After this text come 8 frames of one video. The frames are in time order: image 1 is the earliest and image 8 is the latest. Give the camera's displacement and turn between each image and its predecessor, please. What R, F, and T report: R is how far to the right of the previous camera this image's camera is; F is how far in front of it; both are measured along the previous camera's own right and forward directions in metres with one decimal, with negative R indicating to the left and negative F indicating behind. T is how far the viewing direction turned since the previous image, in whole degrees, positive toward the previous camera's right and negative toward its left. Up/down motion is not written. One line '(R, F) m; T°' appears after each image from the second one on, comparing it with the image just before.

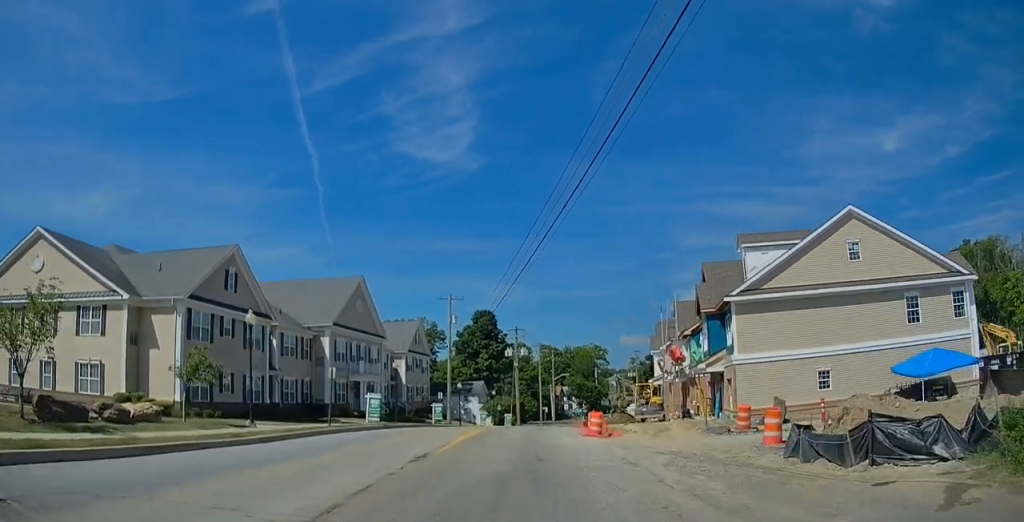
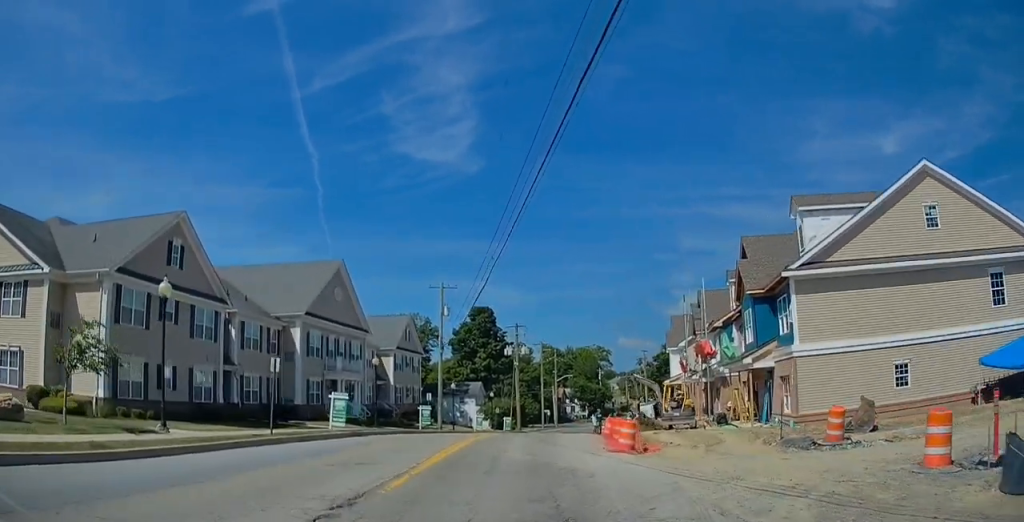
(0.0, +7.5) m; 0°
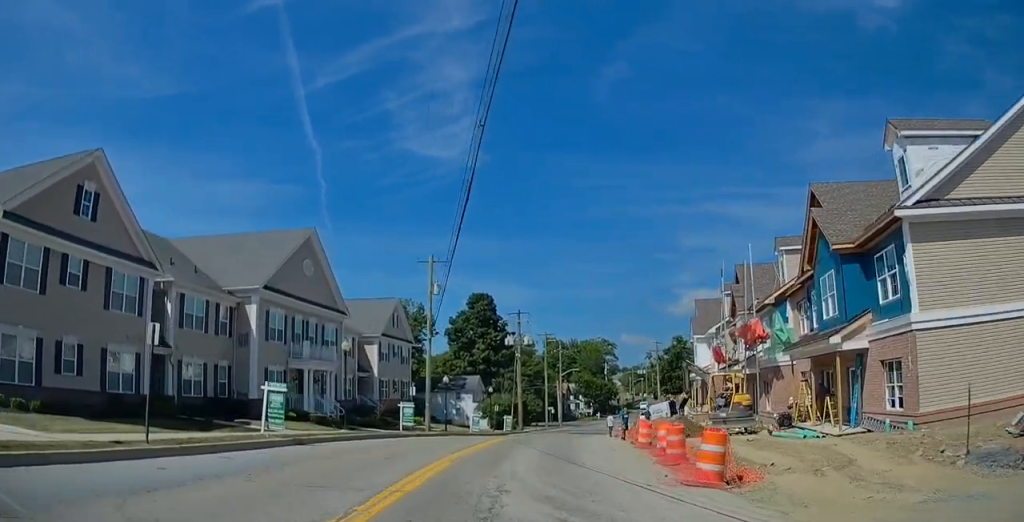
(0.0, +8.2) m; 0°
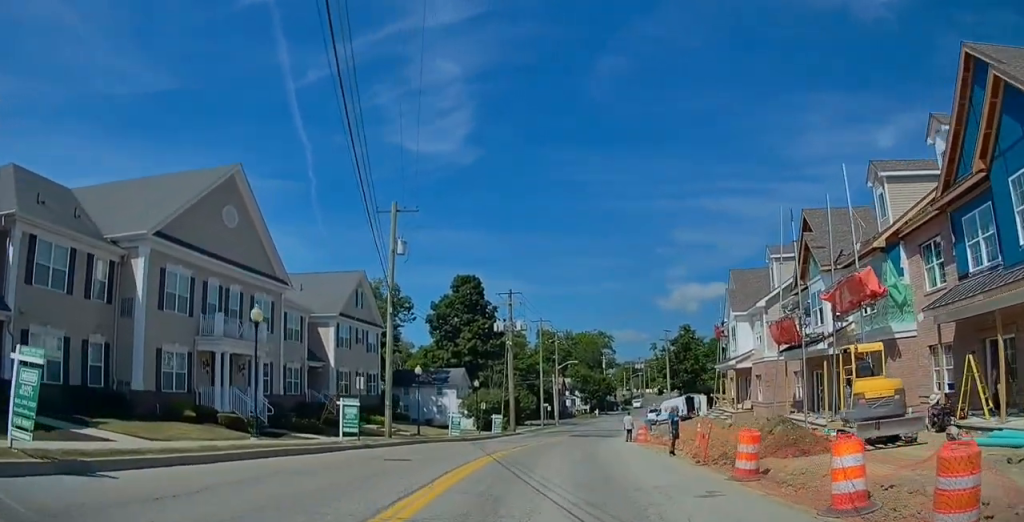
(-0.1, +11.7) m; +1°
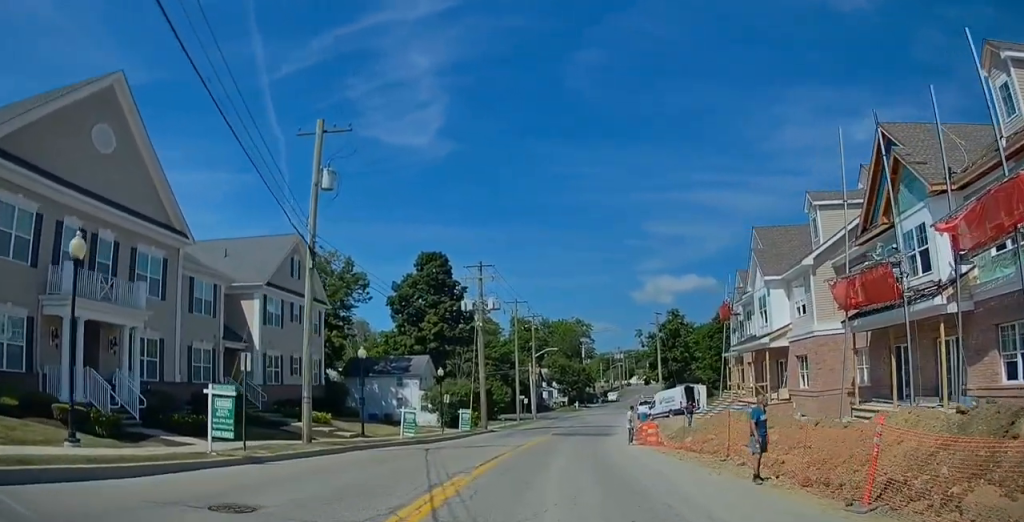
(+0.4, +9.8) m; +1°
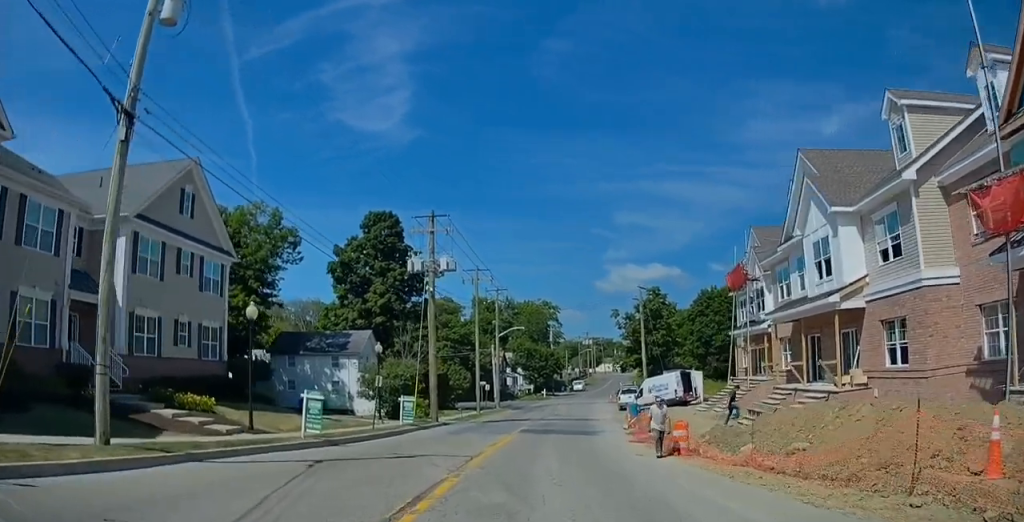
(-0.4, +10.7) m; +2°
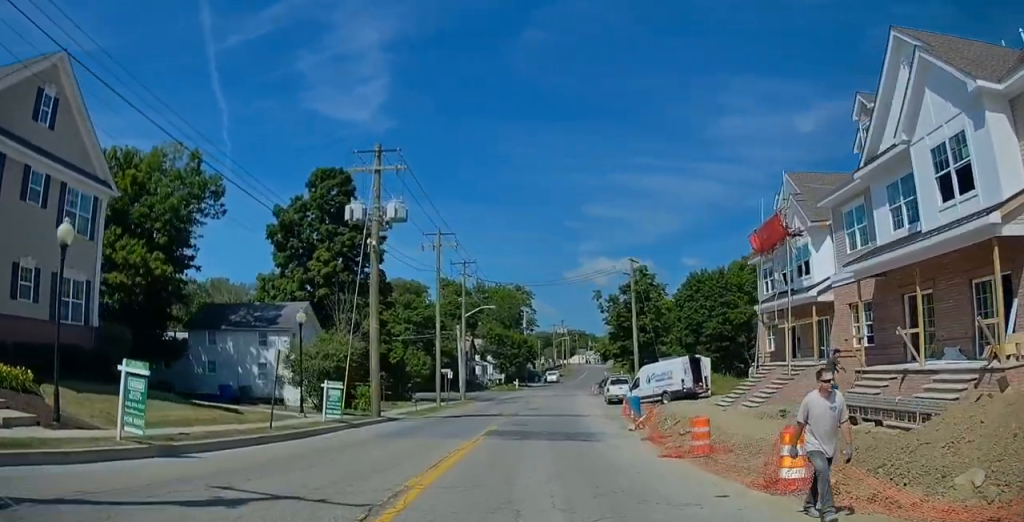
(+1.0, +9.5) m; +6°
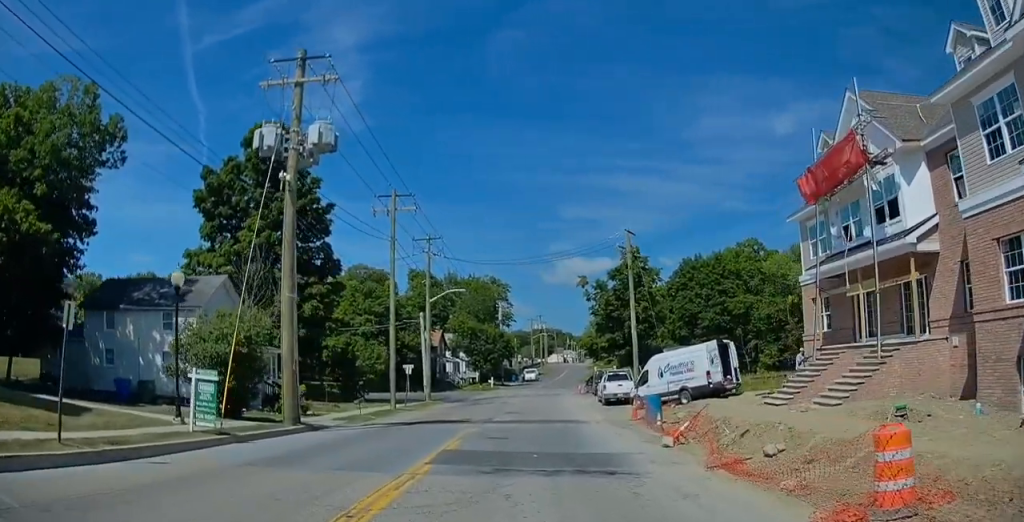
(-0.1, +9.0) m; +2°
